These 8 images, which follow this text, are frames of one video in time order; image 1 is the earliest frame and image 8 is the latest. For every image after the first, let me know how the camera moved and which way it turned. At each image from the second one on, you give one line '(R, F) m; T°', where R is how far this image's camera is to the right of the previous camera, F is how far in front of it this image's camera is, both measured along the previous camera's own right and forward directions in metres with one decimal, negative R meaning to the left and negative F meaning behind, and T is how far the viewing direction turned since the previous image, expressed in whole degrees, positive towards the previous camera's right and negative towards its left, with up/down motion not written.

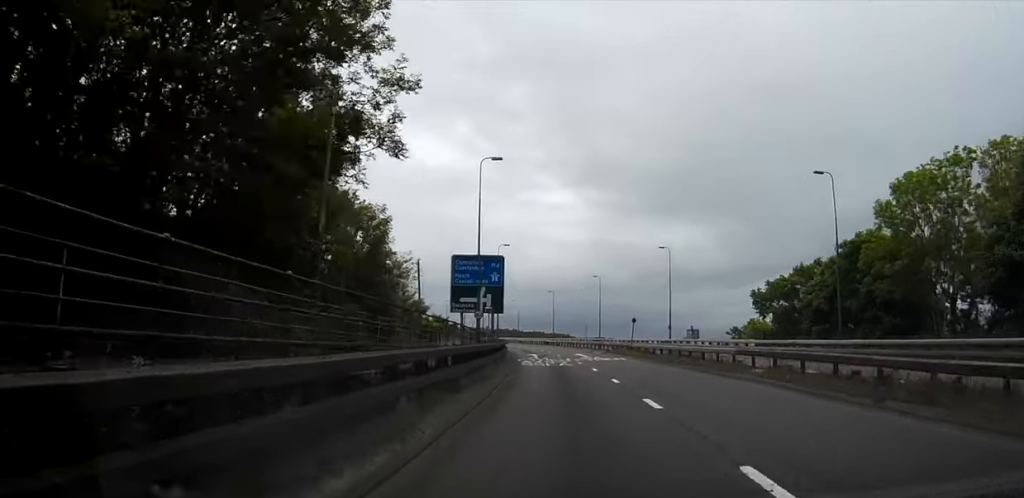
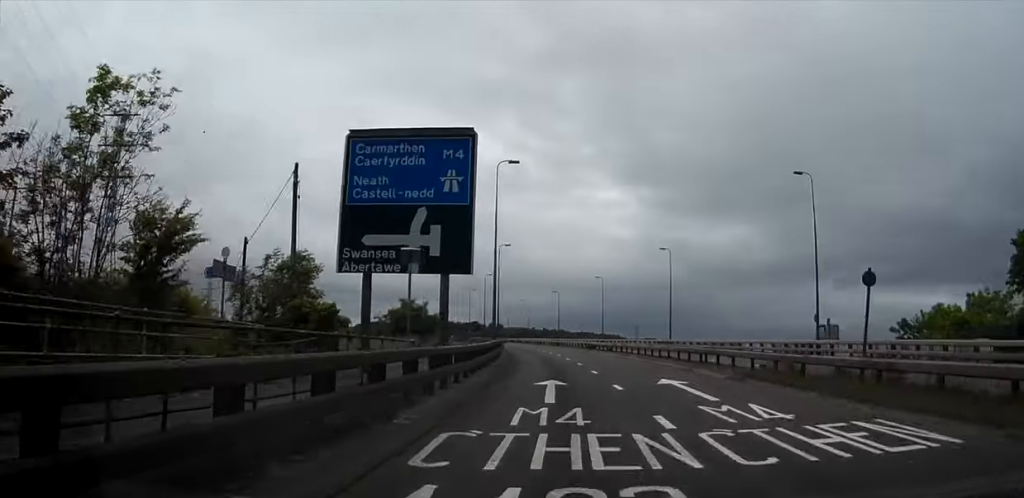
(-0.9, +34.9) m; -4°
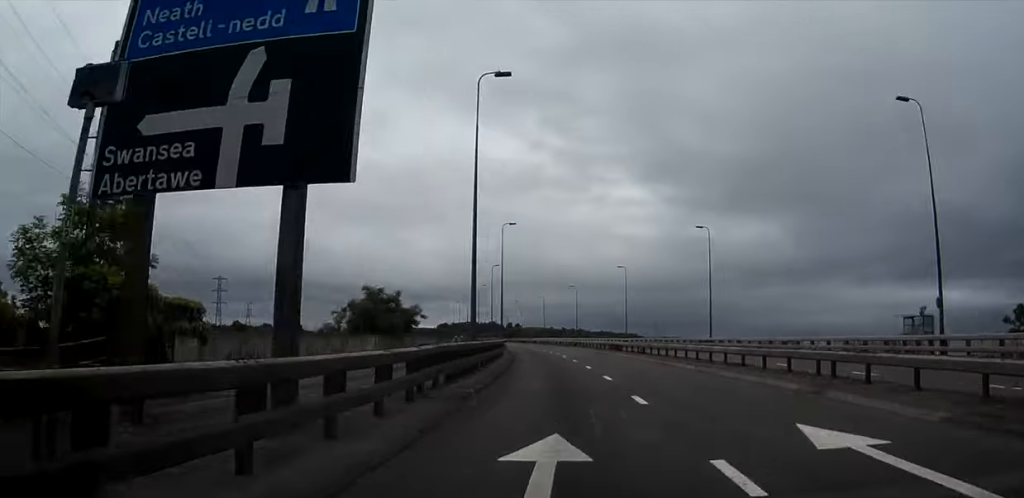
(-0.2, +13.5) m; -2°
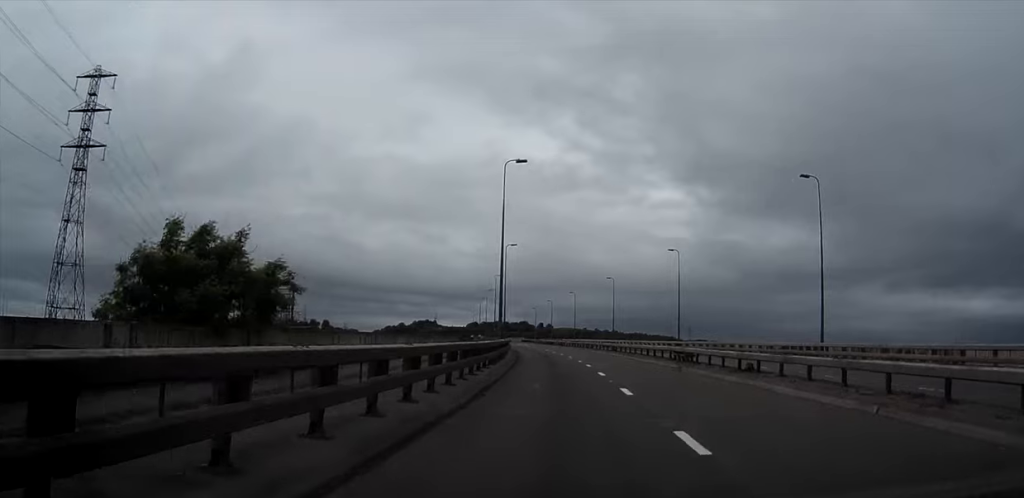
(-0.4, +23.7) m; -3°
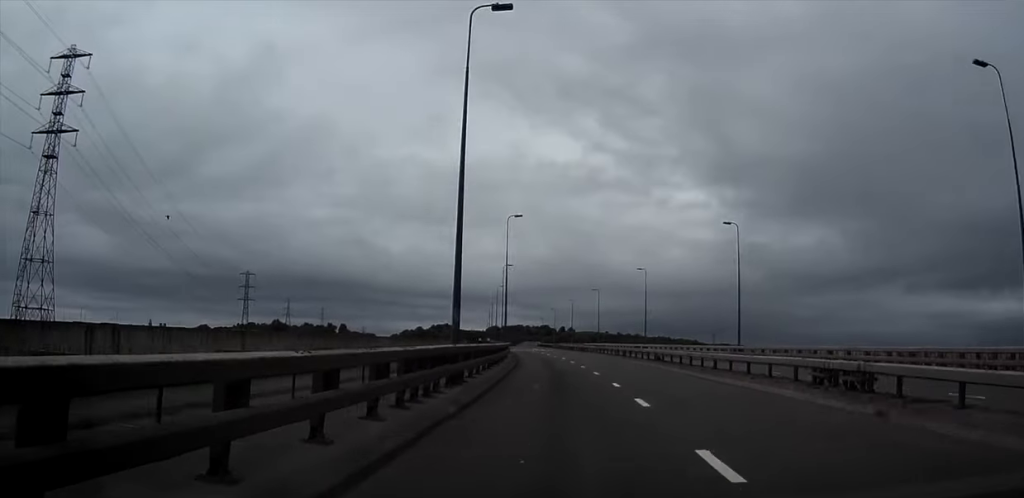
(-0.7, +19.0) m; -4°
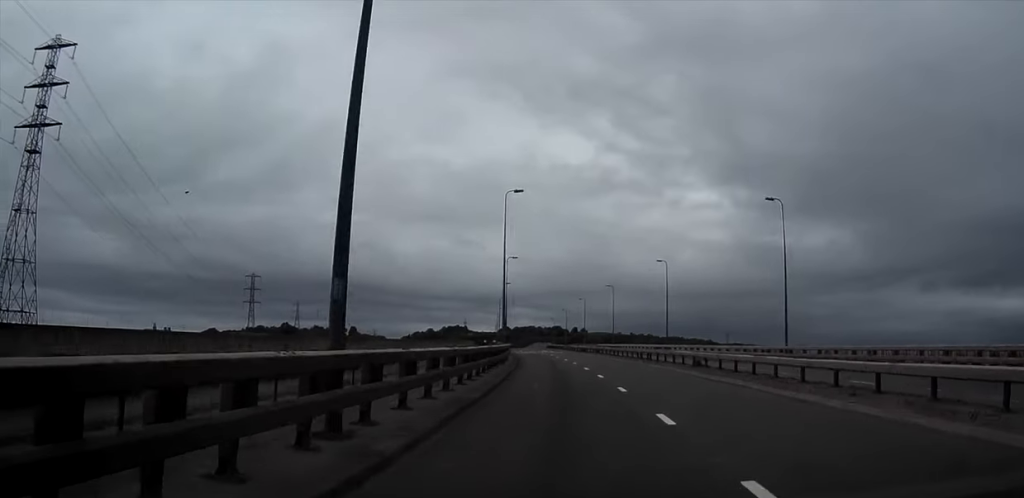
(-0.3, +9.7) m; -1°
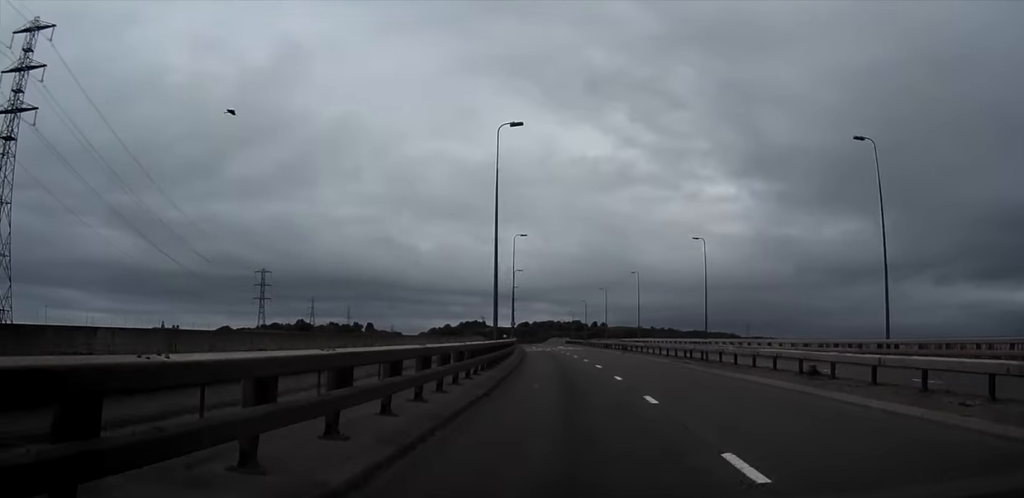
(-0.2, +13.1) m; -1°
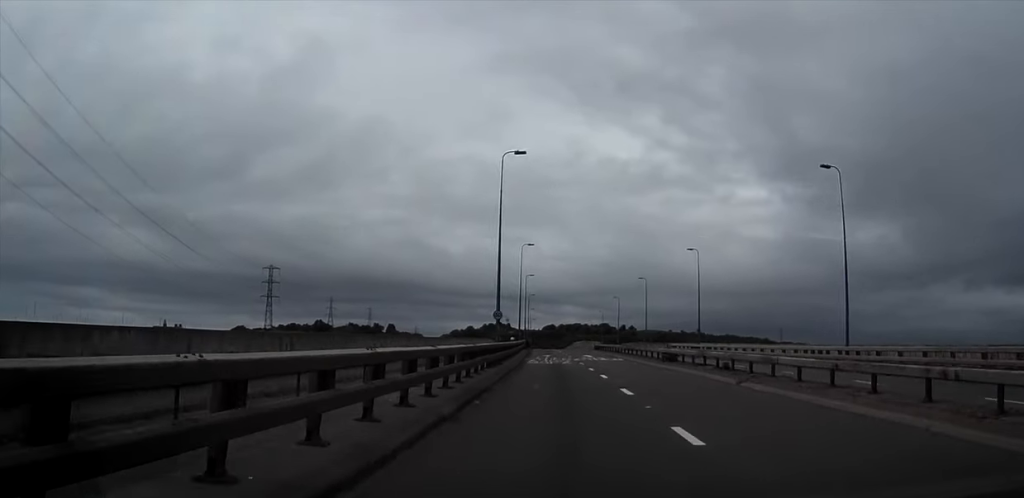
(-0.1, +30.3) m; -1°
